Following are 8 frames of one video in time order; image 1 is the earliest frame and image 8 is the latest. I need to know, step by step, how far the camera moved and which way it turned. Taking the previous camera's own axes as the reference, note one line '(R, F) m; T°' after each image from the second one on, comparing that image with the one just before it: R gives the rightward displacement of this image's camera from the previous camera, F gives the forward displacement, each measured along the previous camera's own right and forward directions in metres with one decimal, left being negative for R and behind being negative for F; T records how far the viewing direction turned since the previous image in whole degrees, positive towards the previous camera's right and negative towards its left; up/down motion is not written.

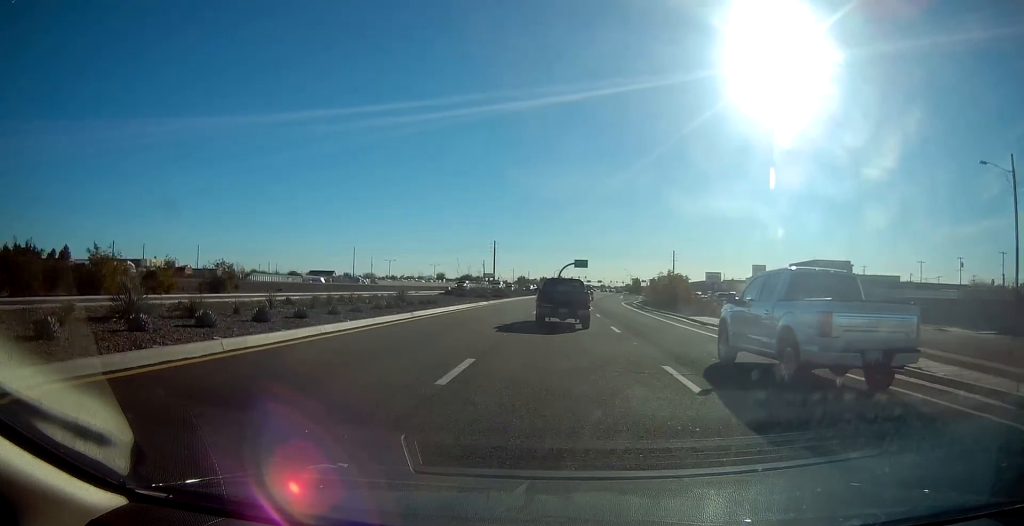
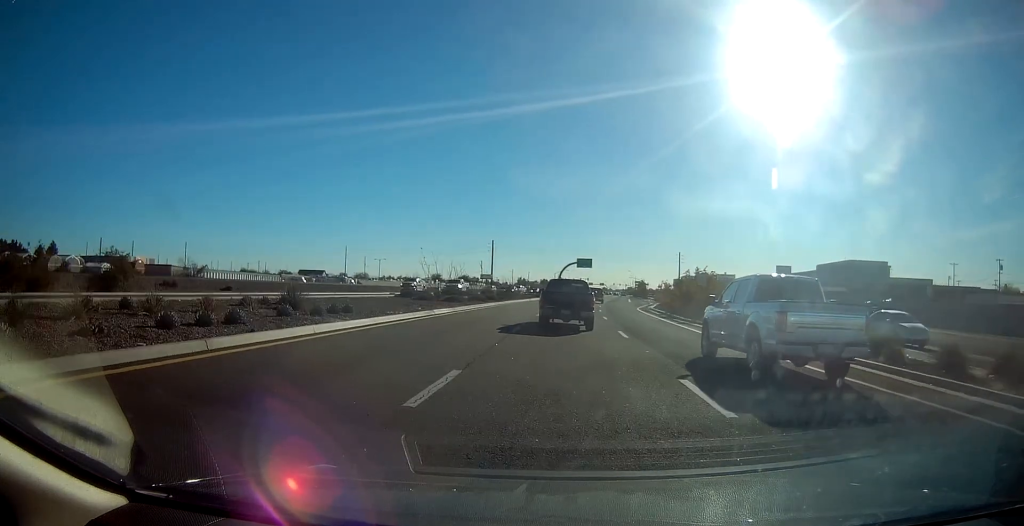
(-0.3, +13.9) m; 0°
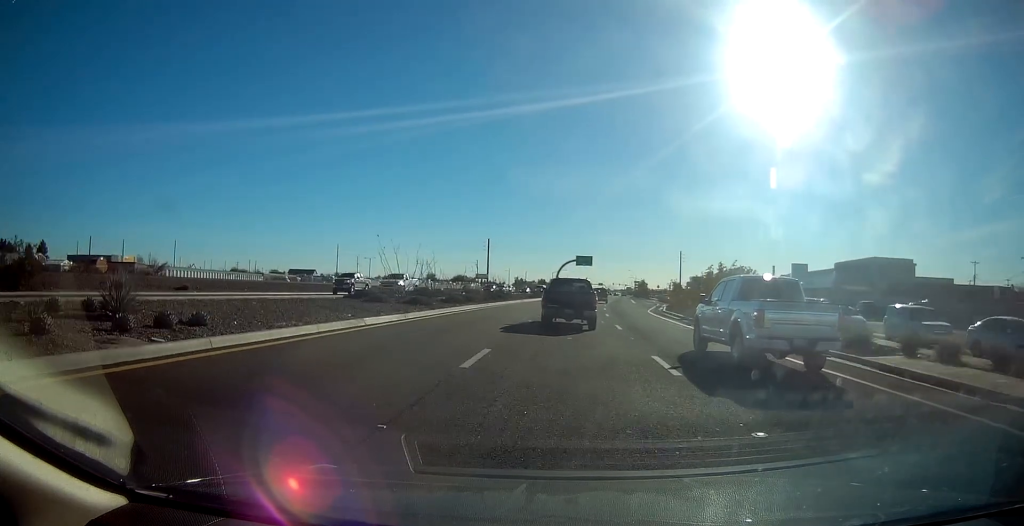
(+0.1, +8.8) m; +1°
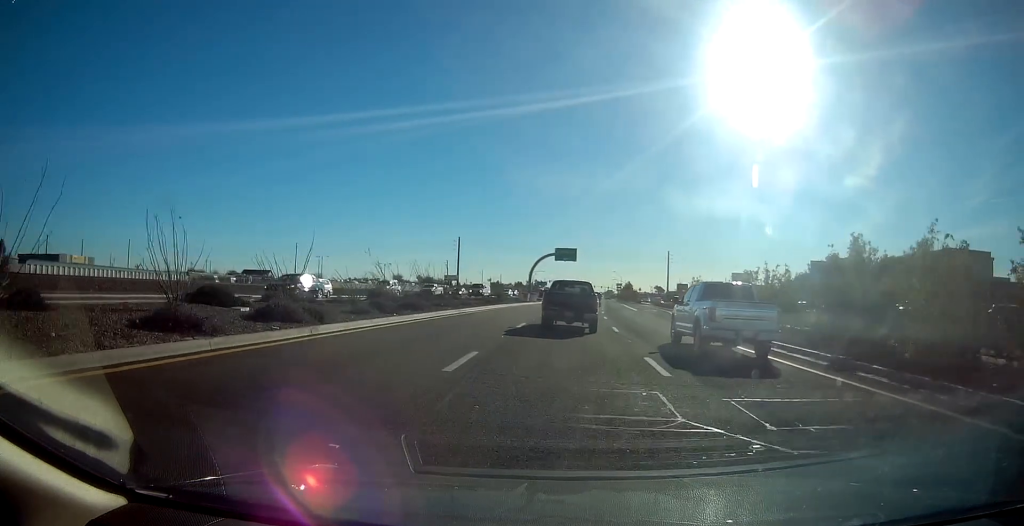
(+0.9, +24.7) m; +2°
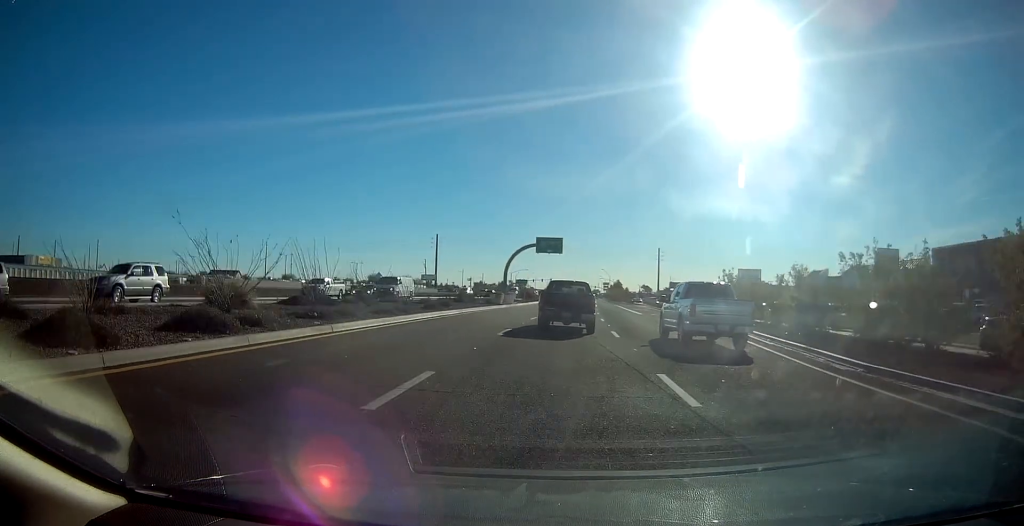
(0.0, +15.2) m; 0°
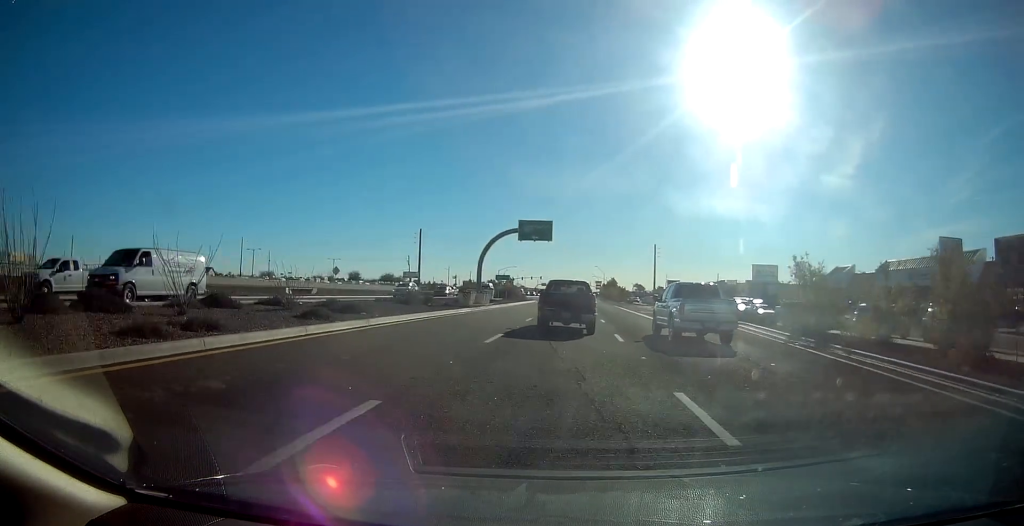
(-0.2, +13.9) m; +1°
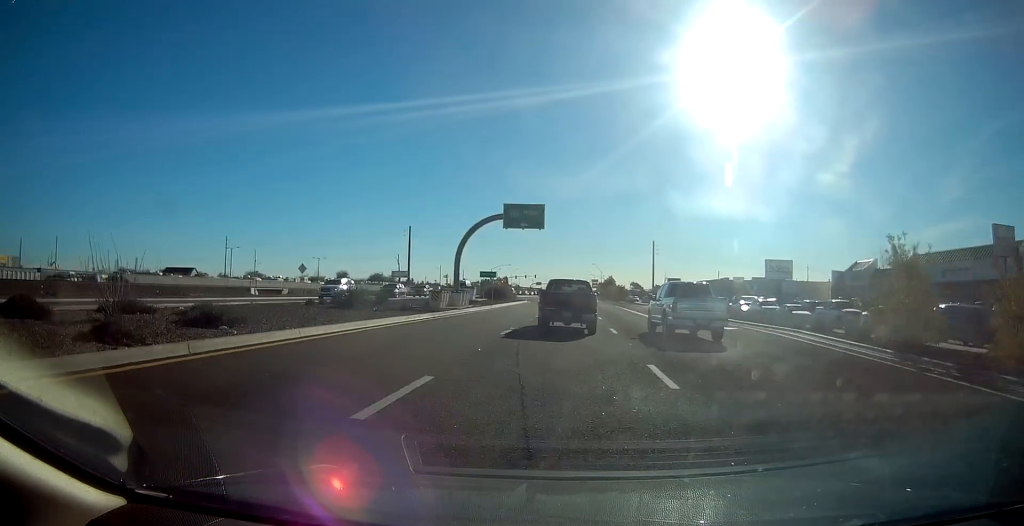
(+0.3, +8.8) m; +1°
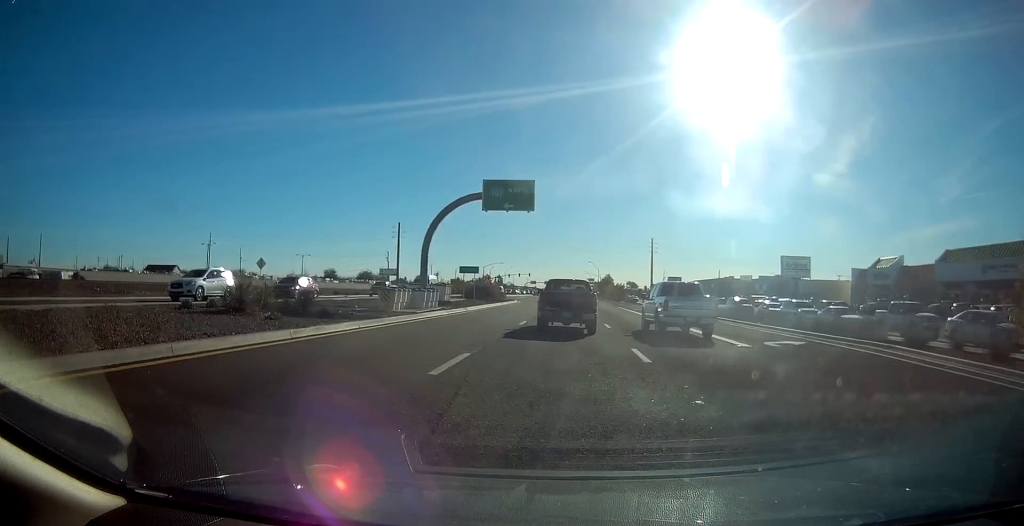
(+0.1, +8.8) m; +1°
